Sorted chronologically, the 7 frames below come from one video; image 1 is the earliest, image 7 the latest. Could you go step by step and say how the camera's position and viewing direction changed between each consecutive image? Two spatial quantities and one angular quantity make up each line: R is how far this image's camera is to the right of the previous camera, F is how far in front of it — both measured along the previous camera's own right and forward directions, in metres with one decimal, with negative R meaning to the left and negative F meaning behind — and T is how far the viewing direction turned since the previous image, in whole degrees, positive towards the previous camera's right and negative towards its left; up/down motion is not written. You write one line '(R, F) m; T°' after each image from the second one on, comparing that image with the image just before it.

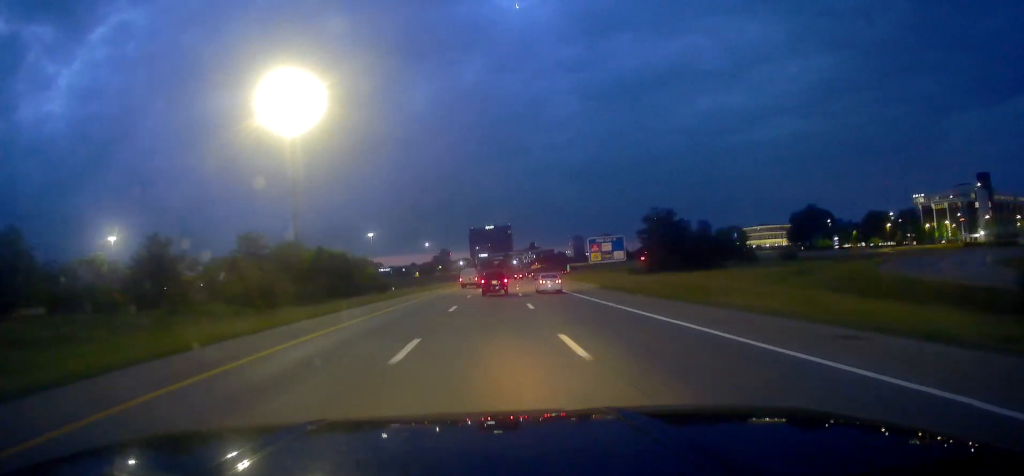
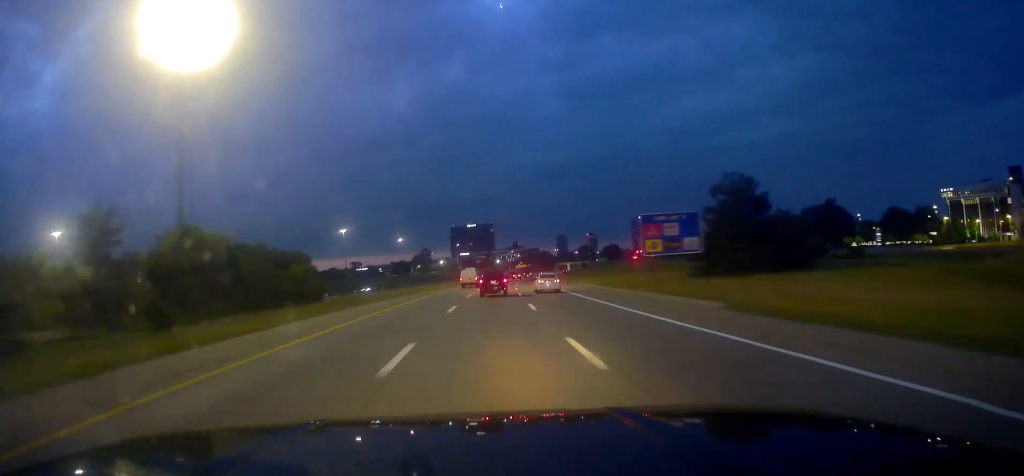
(+0.7, +30.8) m; +2°
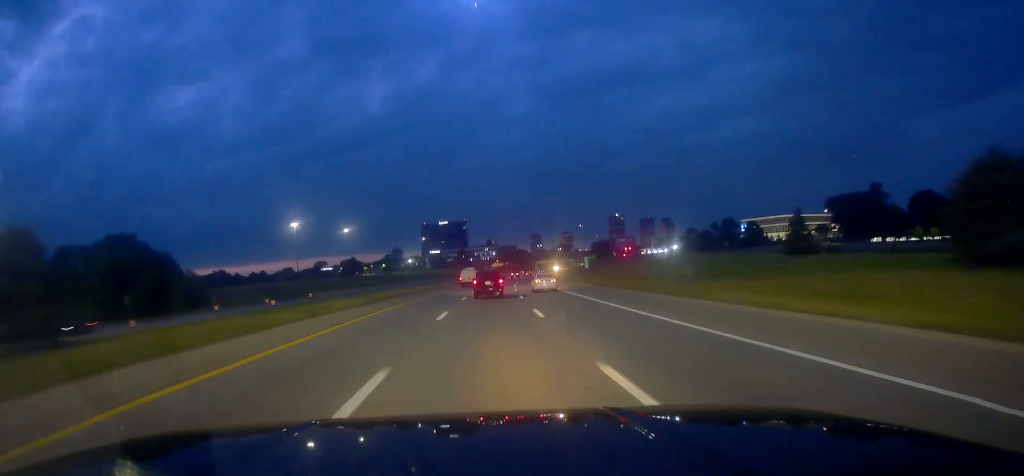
(+0.6, +51.0) m; +3°
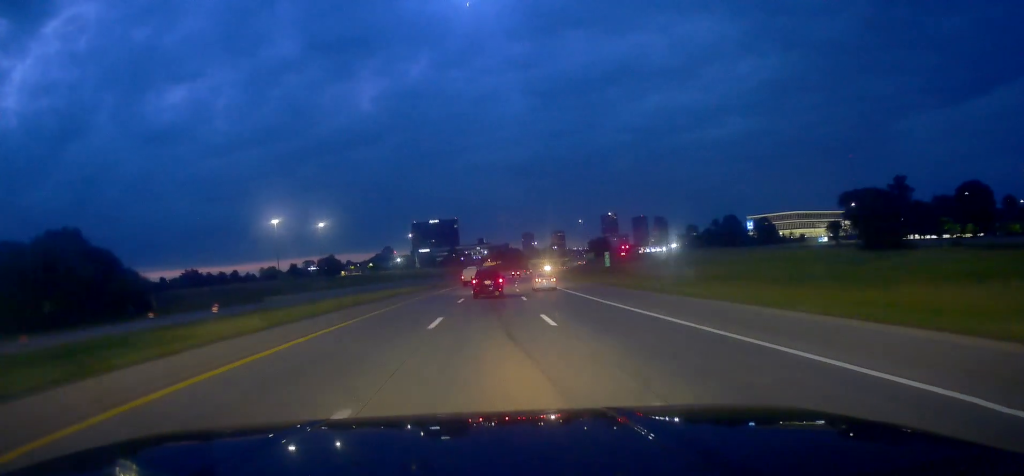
(+0.4, +18.8) m; +1°
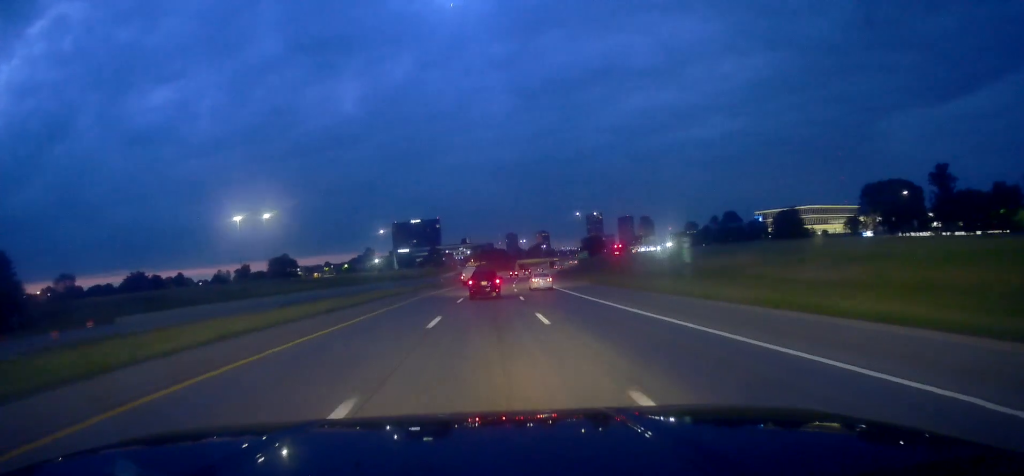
(+0.6, +29.9) m; +1°
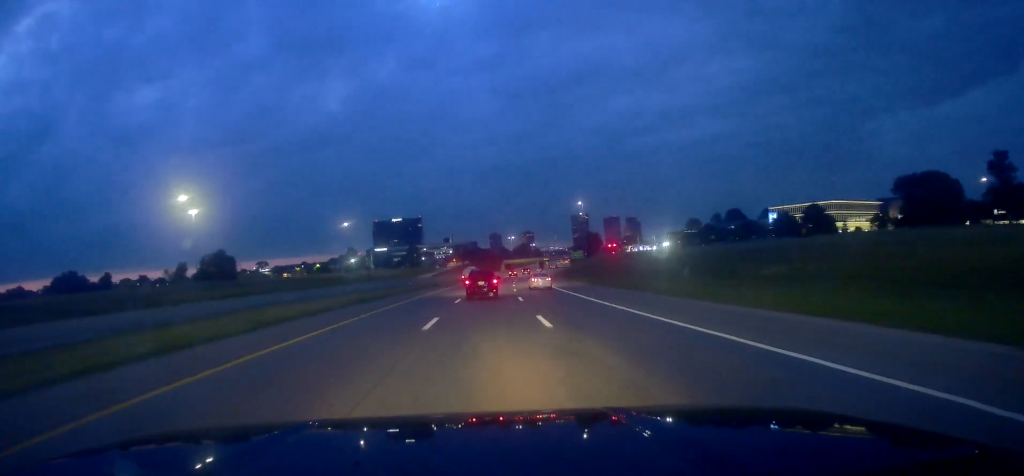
(-0.1, +31.7) m; +2°
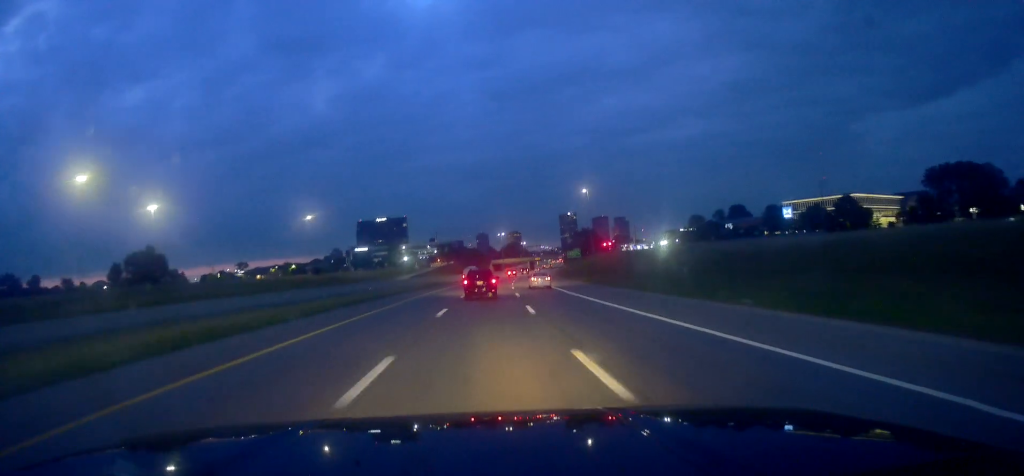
(+1.0, +24.9) m; +2°
